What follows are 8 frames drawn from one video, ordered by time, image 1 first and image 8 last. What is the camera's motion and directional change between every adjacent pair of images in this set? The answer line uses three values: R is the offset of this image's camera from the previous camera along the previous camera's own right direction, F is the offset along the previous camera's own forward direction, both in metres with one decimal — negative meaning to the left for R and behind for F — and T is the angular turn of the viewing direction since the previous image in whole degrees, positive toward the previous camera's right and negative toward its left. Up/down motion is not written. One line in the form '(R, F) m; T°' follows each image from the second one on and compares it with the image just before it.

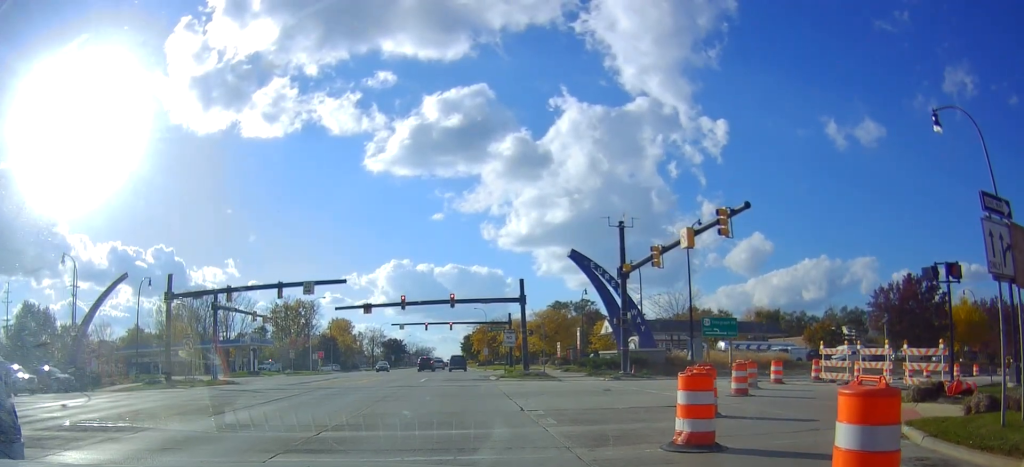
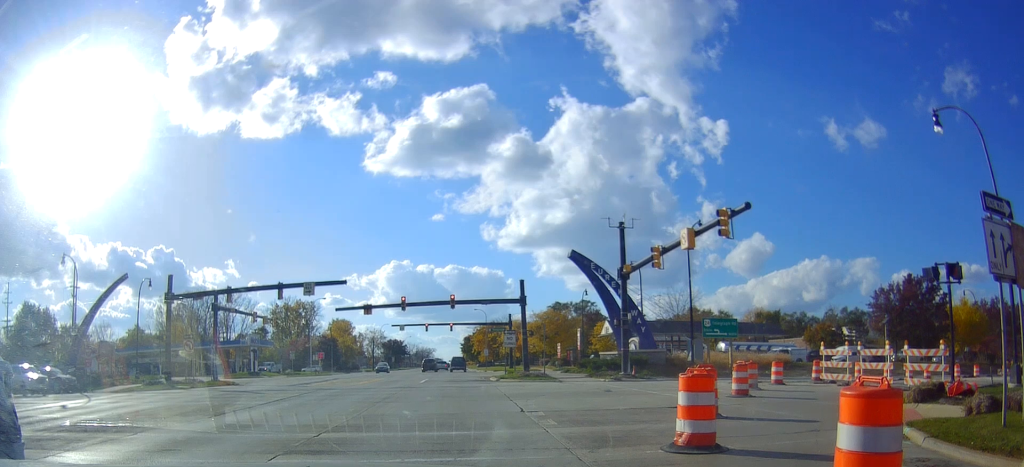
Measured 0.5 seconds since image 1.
(-0.1, +0.3) m; 0°
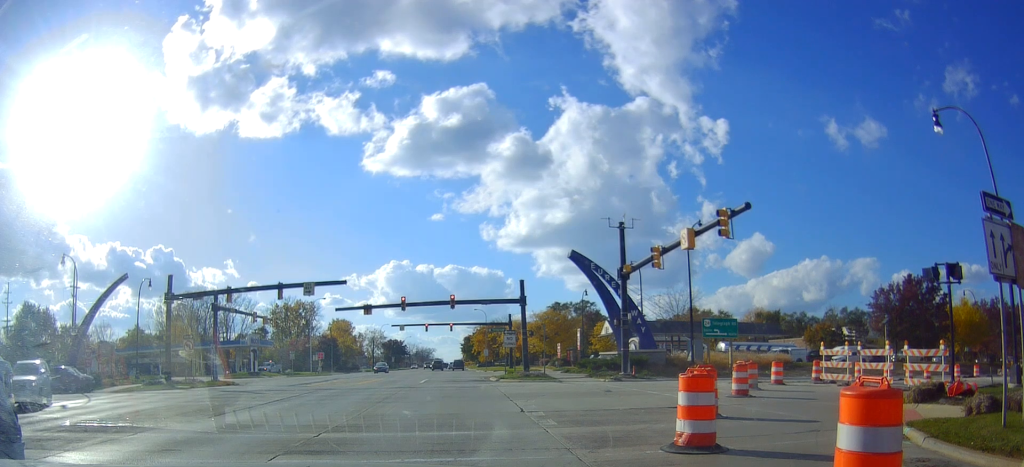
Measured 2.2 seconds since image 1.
(0.0, 0.0) m; 0°
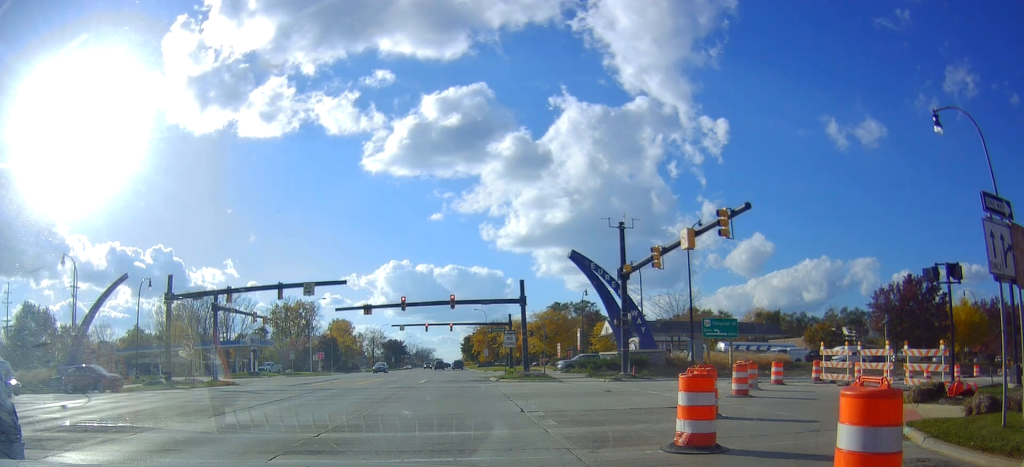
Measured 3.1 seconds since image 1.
(0.0, 0.0) m; 0°
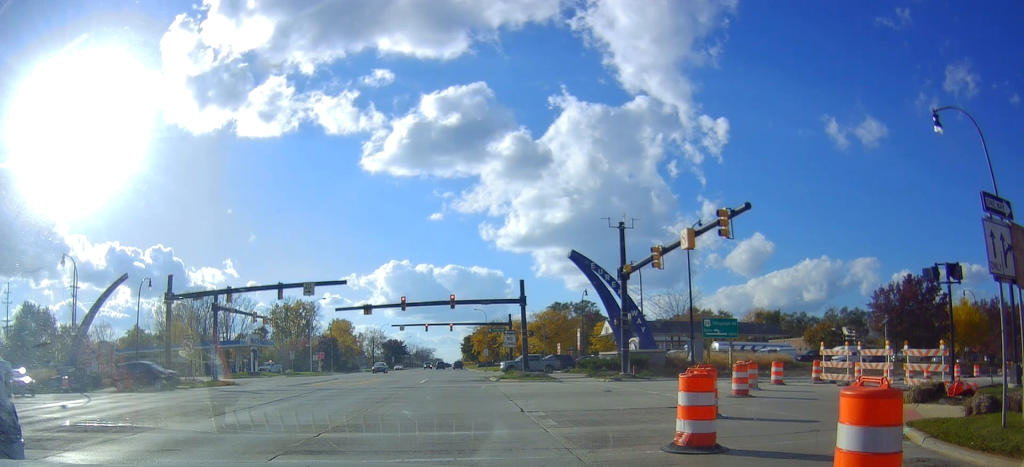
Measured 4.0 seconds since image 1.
(0.0, 0.0) m; 0°
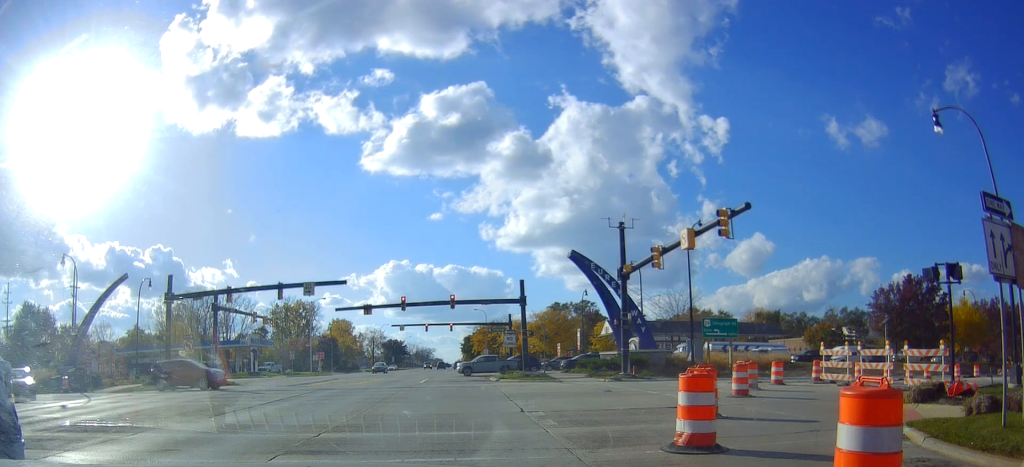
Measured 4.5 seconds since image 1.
(0.0, 0.0) m; 0°
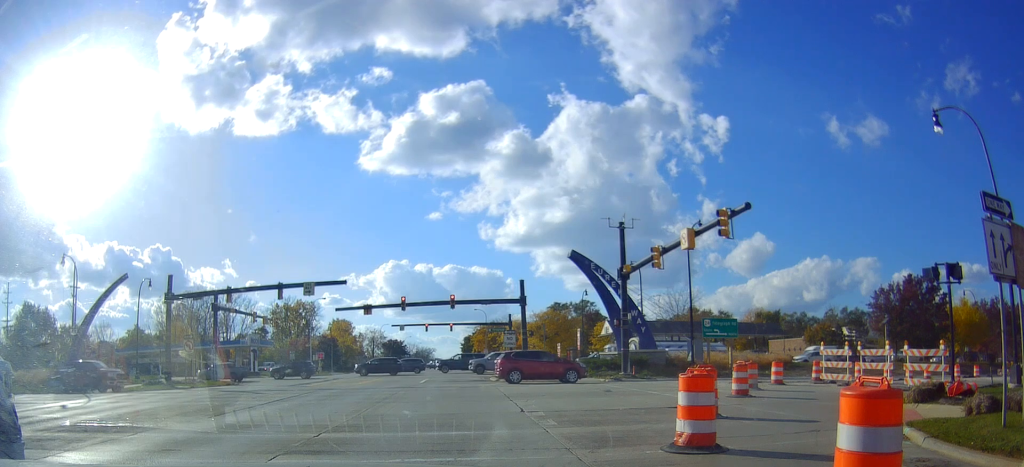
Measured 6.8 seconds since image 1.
(0.0, 0.0) m; 0°
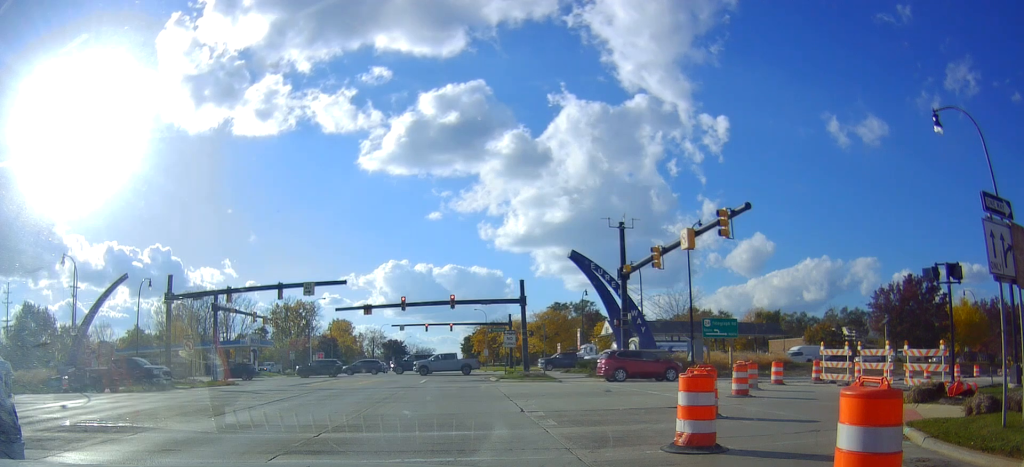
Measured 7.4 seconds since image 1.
(0.0, 0.0) m; 0°
